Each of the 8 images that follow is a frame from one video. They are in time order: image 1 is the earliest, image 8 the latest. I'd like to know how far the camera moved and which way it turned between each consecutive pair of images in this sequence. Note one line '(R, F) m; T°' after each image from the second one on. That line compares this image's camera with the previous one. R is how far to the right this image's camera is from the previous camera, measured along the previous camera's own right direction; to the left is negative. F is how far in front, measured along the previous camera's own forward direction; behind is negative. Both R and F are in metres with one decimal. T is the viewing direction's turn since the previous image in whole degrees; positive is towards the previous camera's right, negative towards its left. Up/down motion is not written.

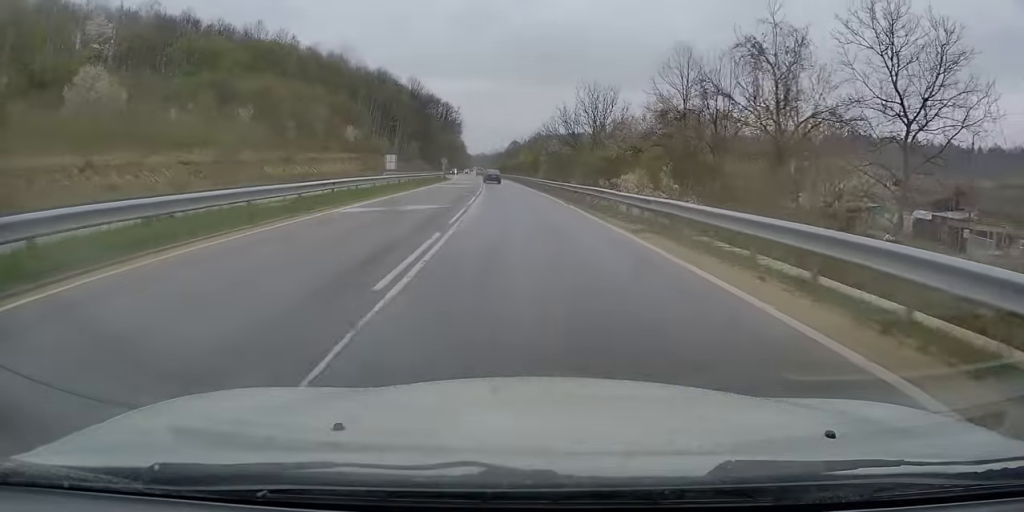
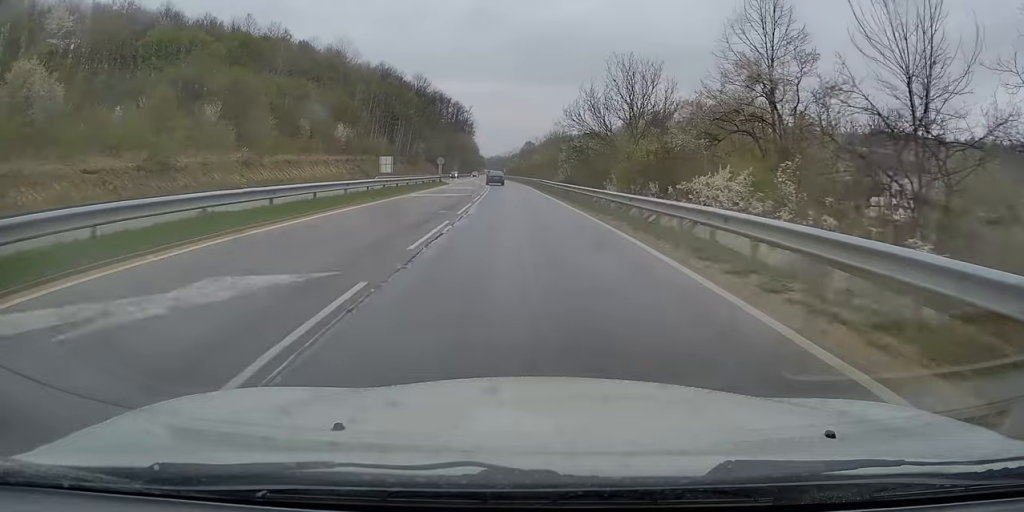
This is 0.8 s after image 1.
(-0.2, +14.5) m; -2°
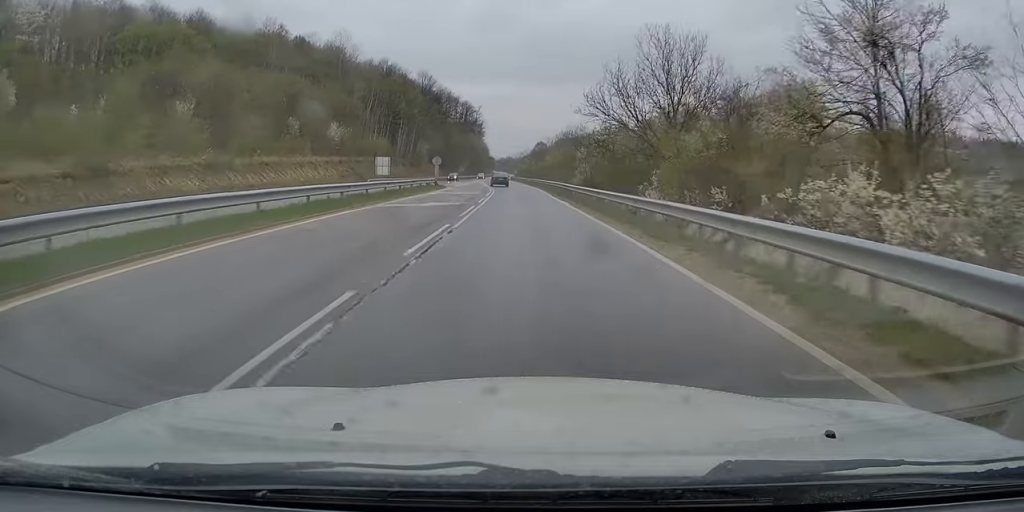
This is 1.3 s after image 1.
(-0.2, +9.3) m; -1°
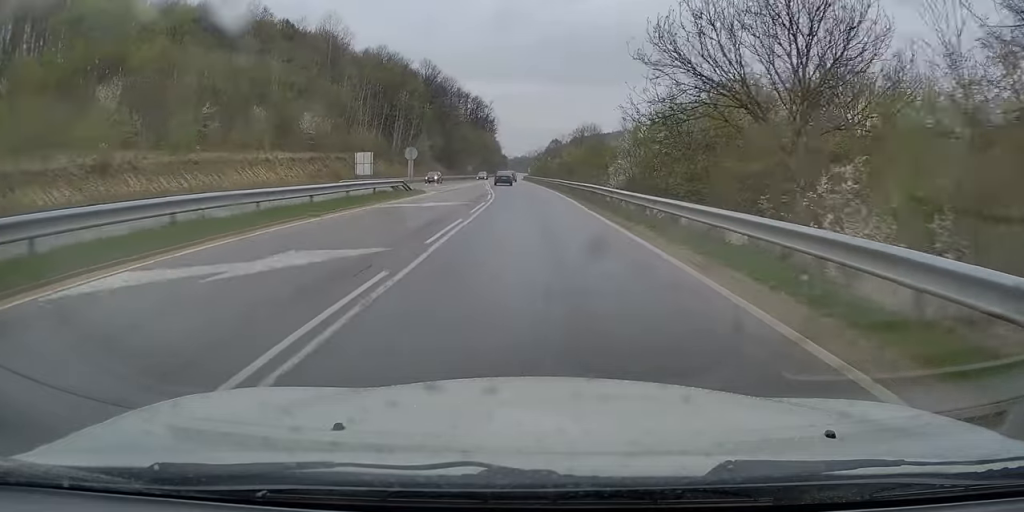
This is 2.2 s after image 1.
(-0.3, +16.7) m; -1°
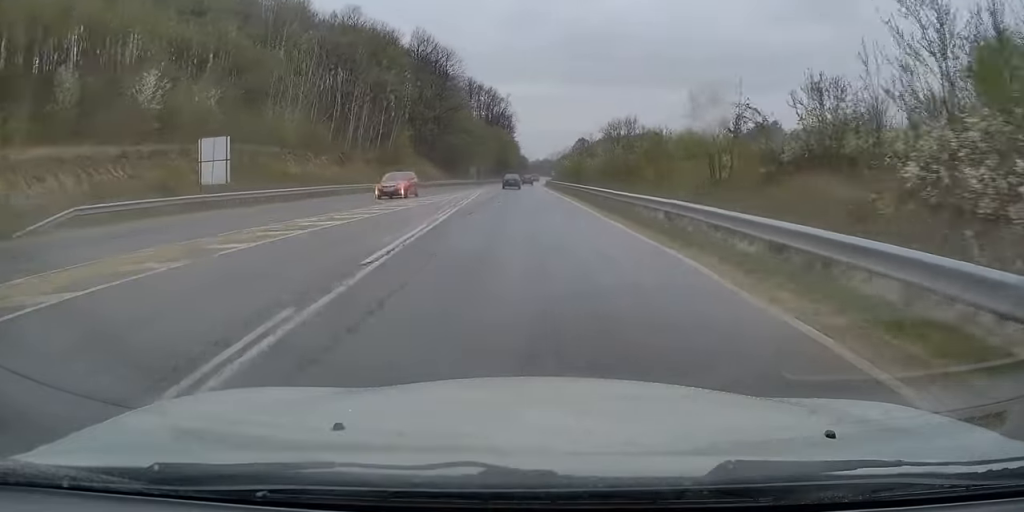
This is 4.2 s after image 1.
(-0.1, +37.4) m; -1°
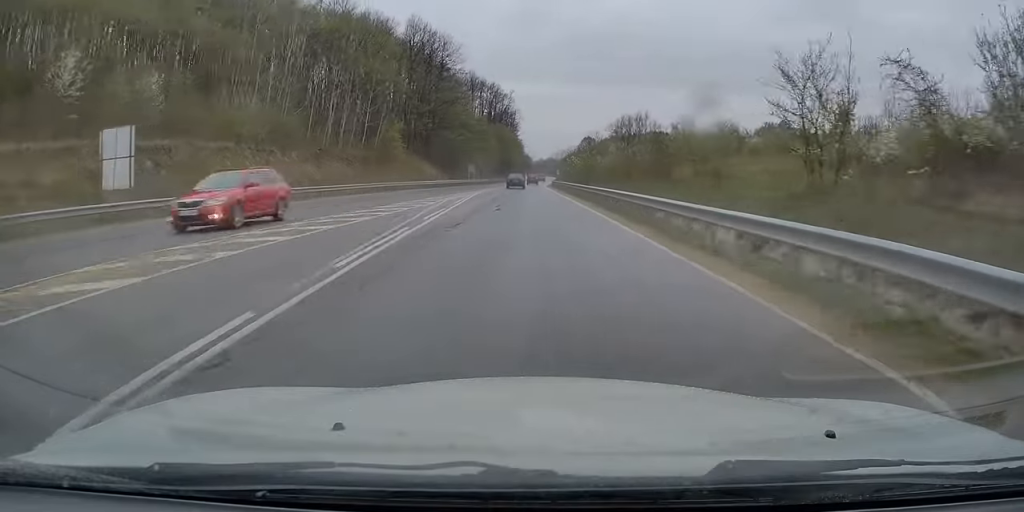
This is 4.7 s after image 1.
(-0.1, +9.2) m; -1°
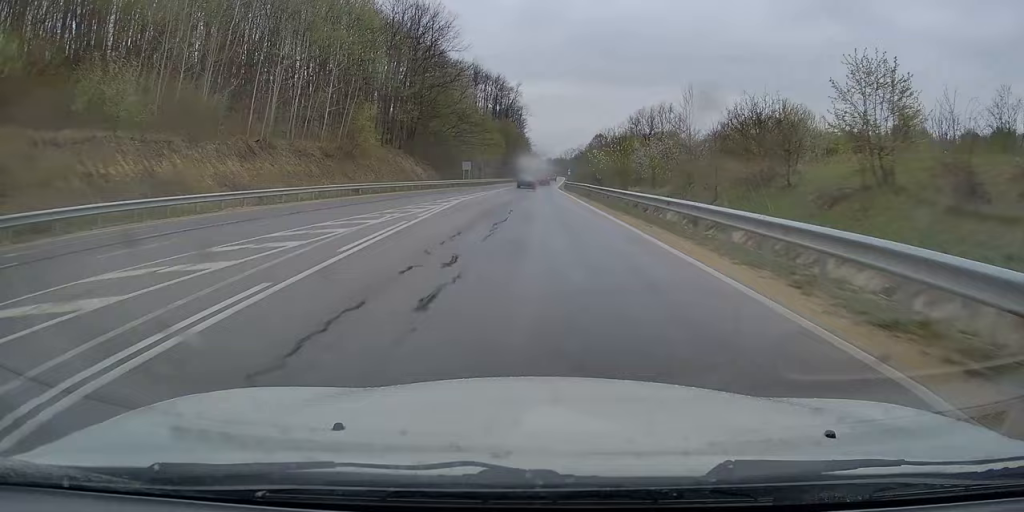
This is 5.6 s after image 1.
(0.0, +16.4) m; -1°
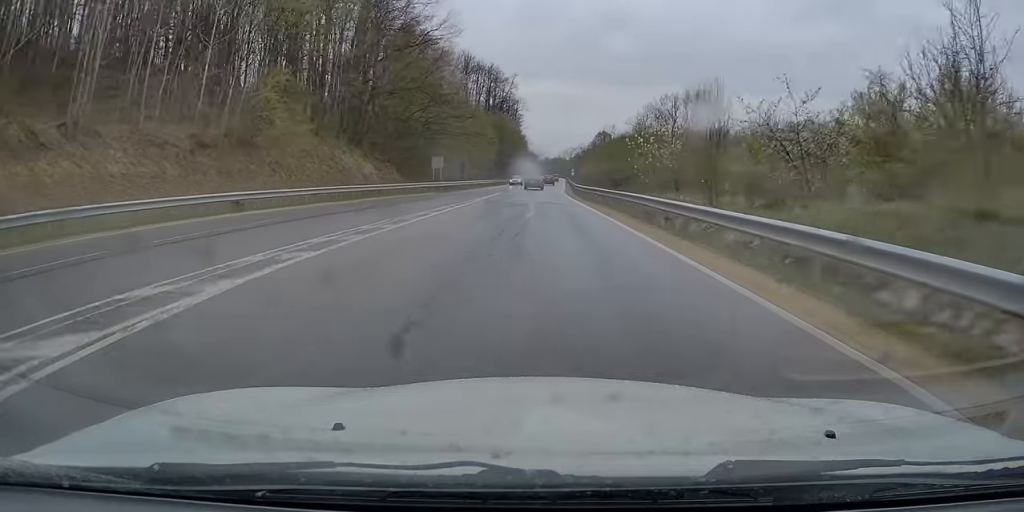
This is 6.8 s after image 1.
(-0.4, +21.7) m; 0°
